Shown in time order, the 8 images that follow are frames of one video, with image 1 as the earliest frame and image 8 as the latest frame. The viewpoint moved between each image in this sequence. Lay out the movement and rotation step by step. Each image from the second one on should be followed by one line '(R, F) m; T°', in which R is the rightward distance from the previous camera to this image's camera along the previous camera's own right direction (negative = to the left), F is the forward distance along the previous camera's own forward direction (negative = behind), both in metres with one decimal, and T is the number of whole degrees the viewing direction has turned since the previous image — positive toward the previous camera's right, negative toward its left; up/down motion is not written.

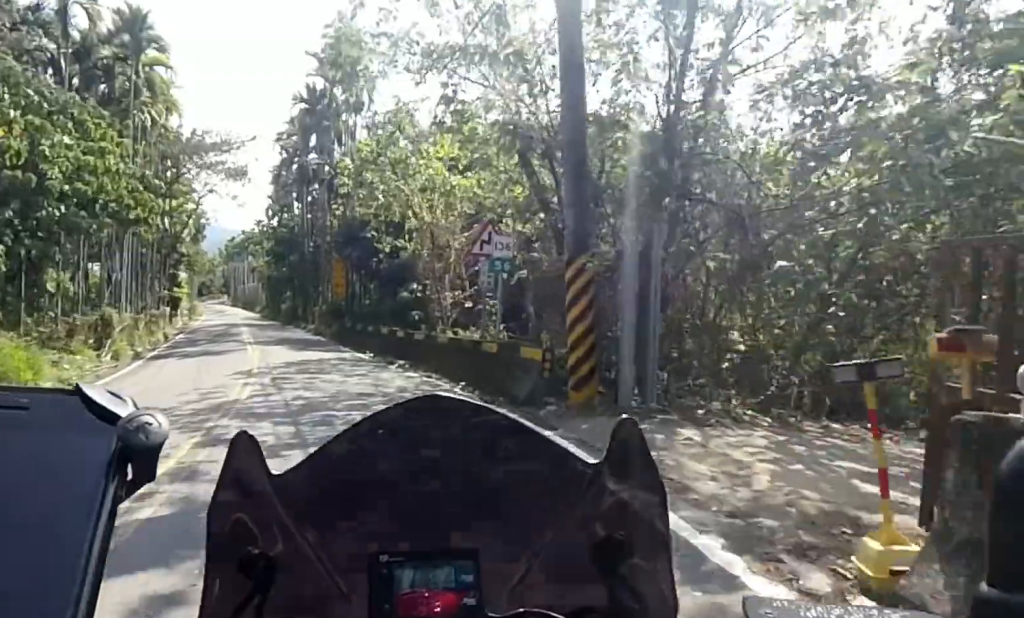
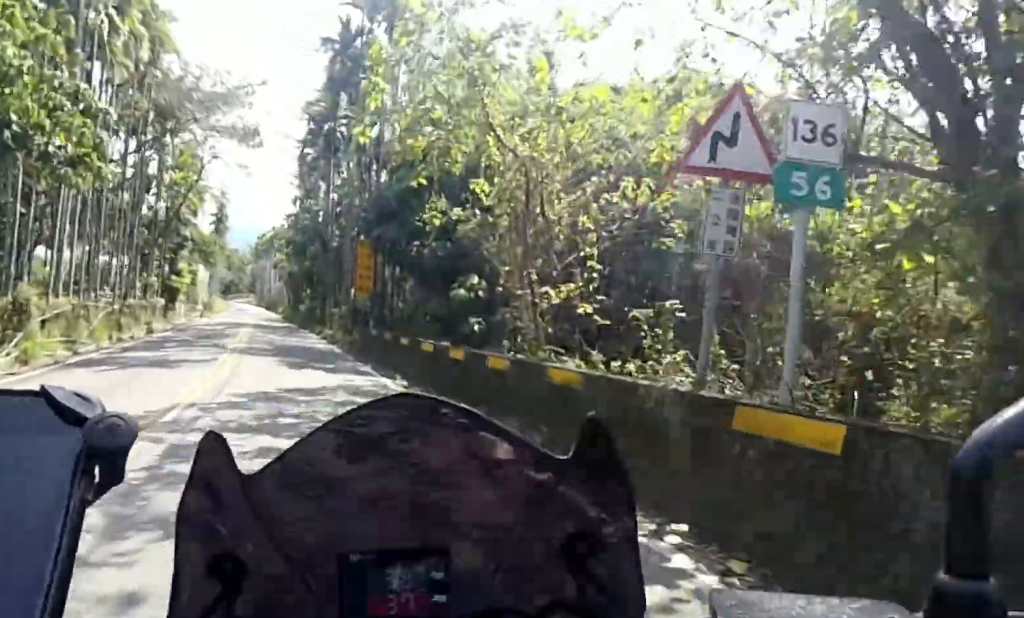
(+0.2, +8.3) m; -7°
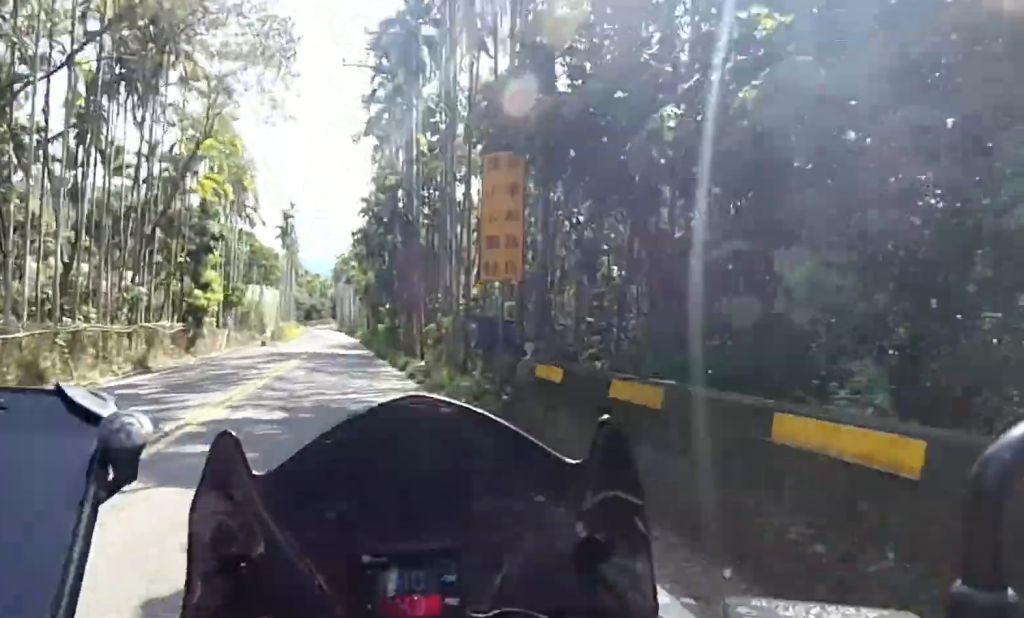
(-1.8, +12.2) m; -9°
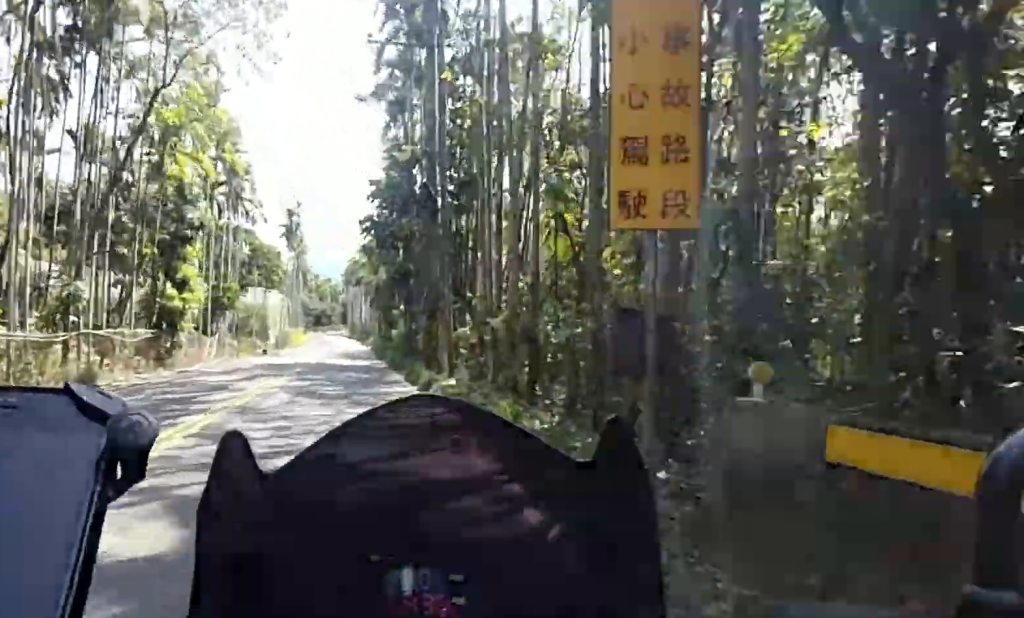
(0.0, +4.3) m; 0°
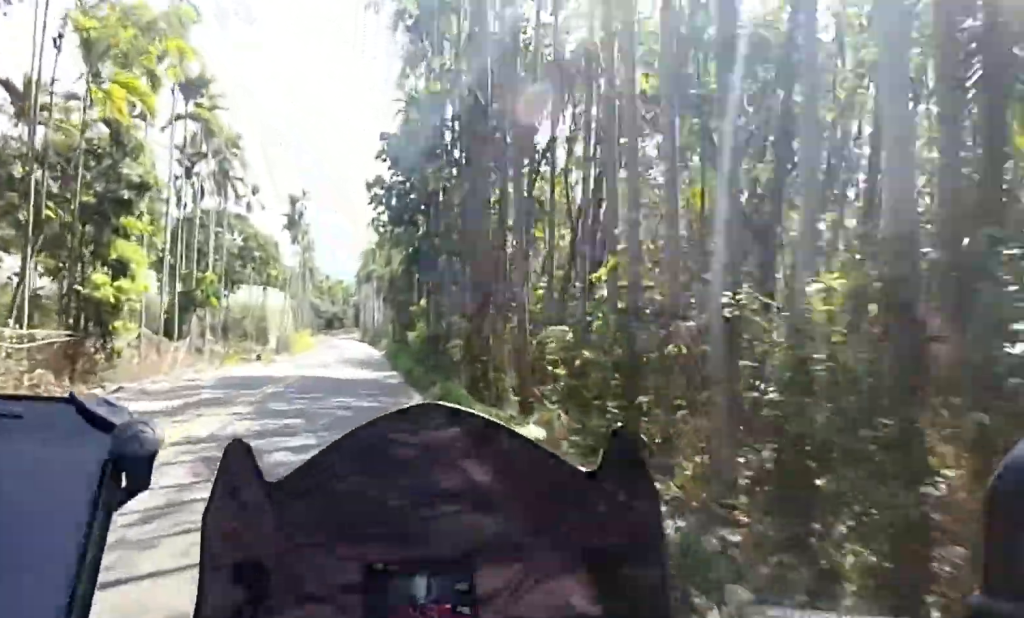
(0.0, +5.6) m; 0°
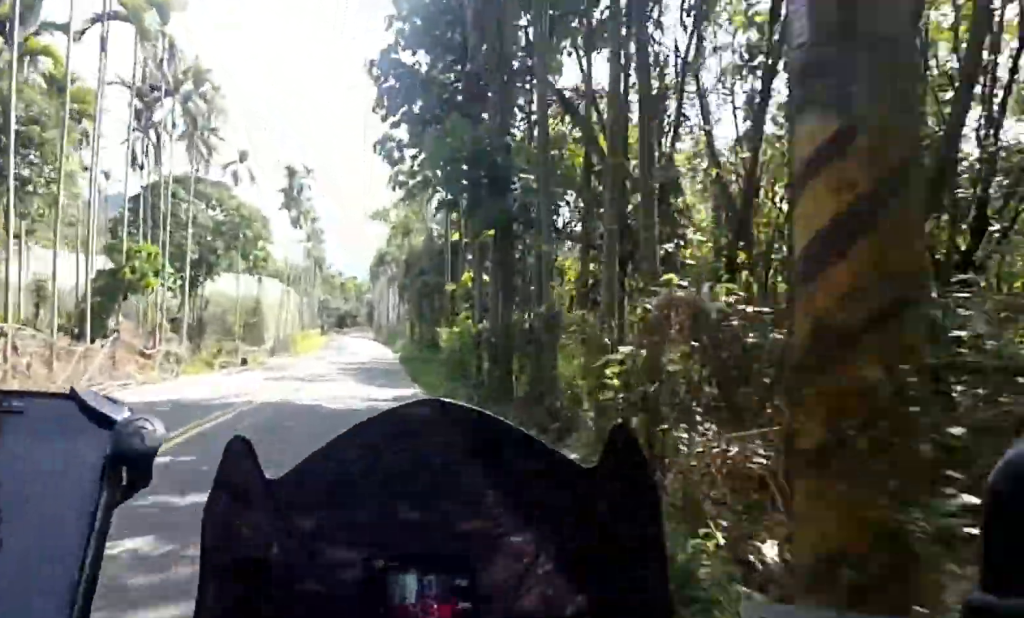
(0.0, +7.0) m; 0°
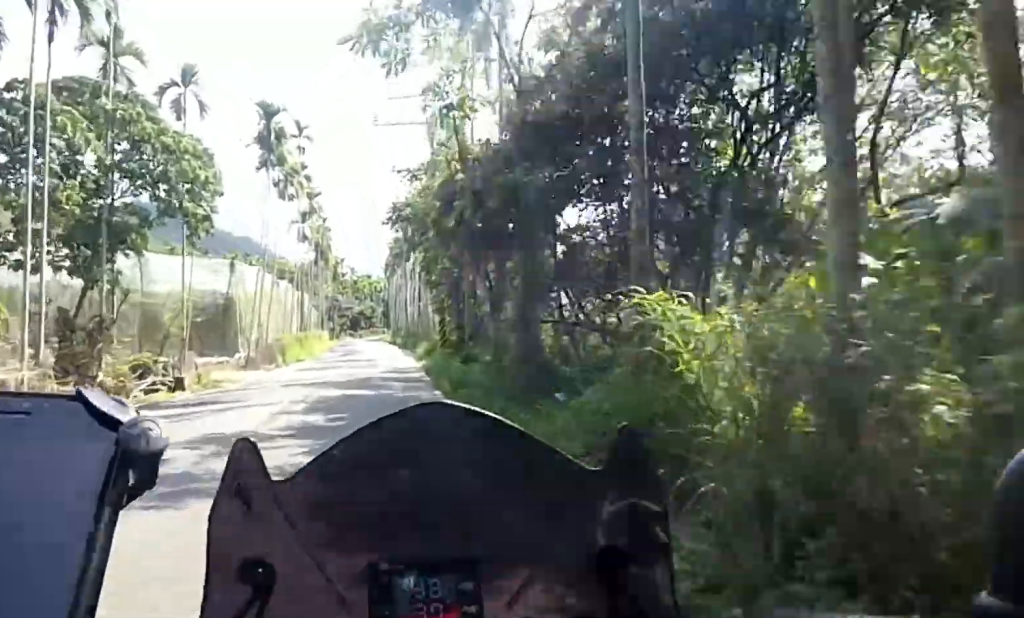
(0.0, +10.2) m; 0°
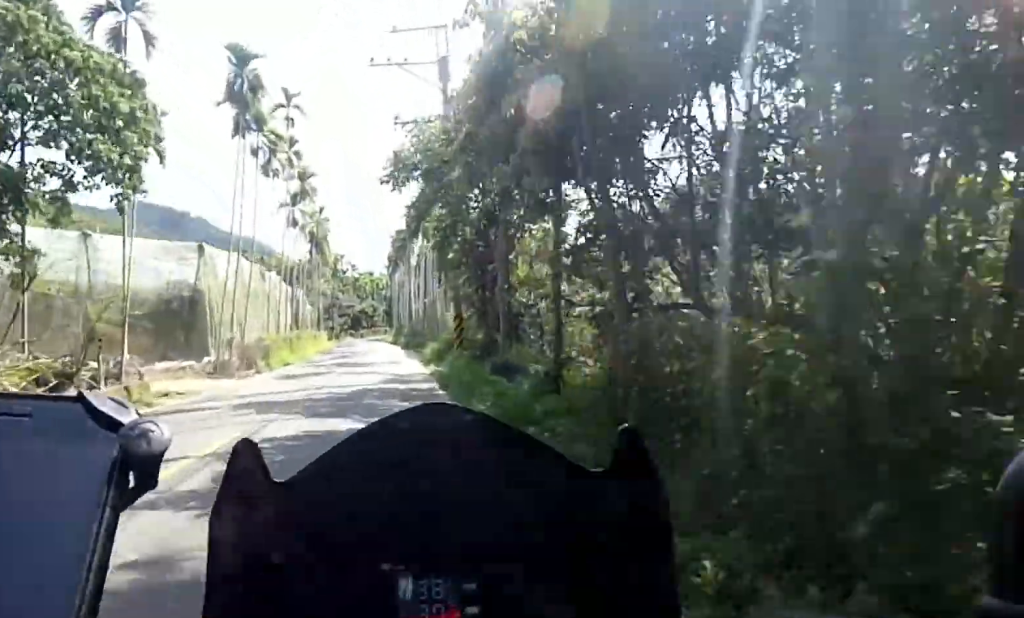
(0.0, +4.8) m; 0°
